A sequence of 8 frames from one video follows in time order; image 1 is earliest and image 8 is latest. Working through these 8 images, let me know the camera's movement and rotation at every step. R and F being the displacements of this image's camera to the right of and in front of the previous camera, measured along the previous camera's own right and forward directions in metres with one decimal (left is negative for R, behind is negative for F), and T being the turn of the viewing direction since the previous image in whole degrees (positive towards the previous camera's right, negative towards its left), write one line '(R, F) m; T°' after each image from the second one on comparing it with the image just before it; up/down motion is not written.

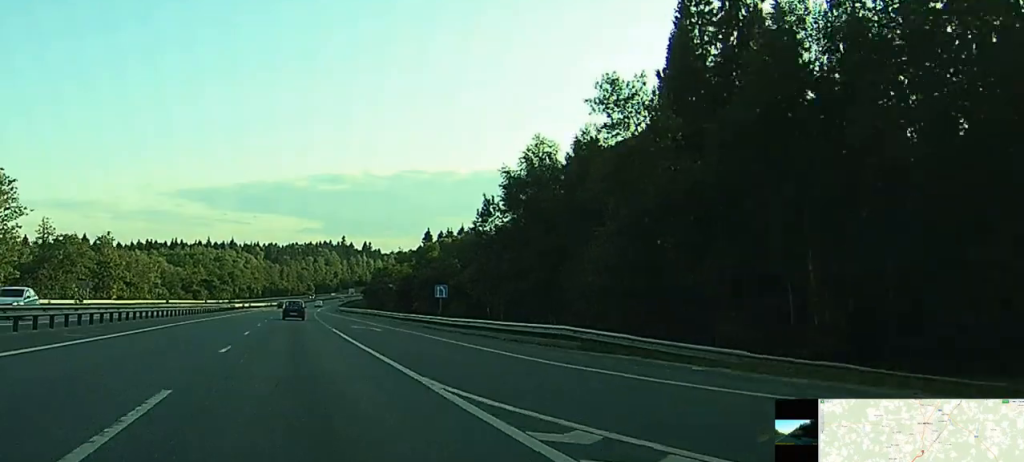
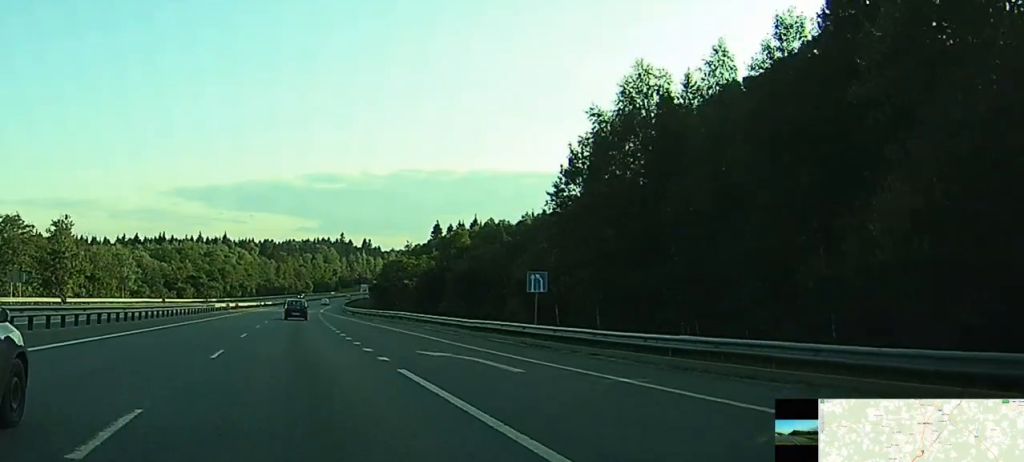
(+0.1, +26.6) m; 0°
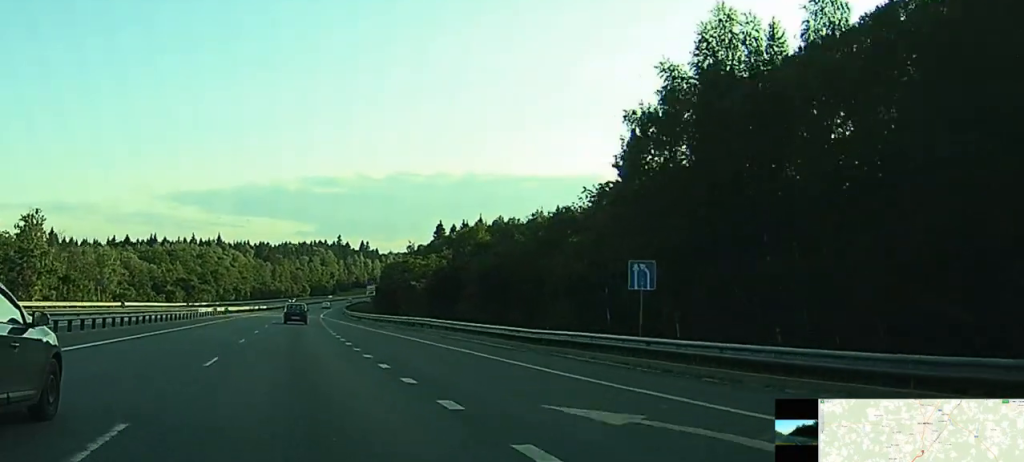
(0.0, +12.7) m; 0°
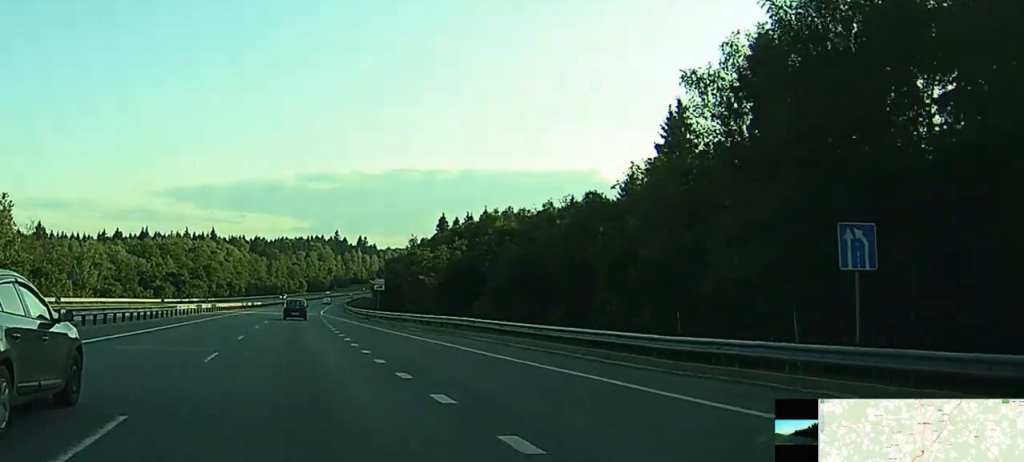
(0.0, +11.8) m; 0°
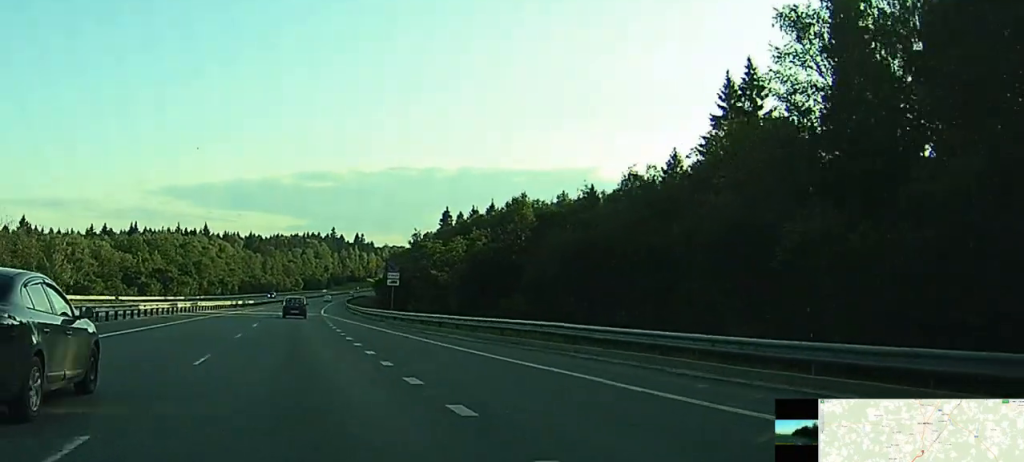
(0.0, +13.7) m; 0°
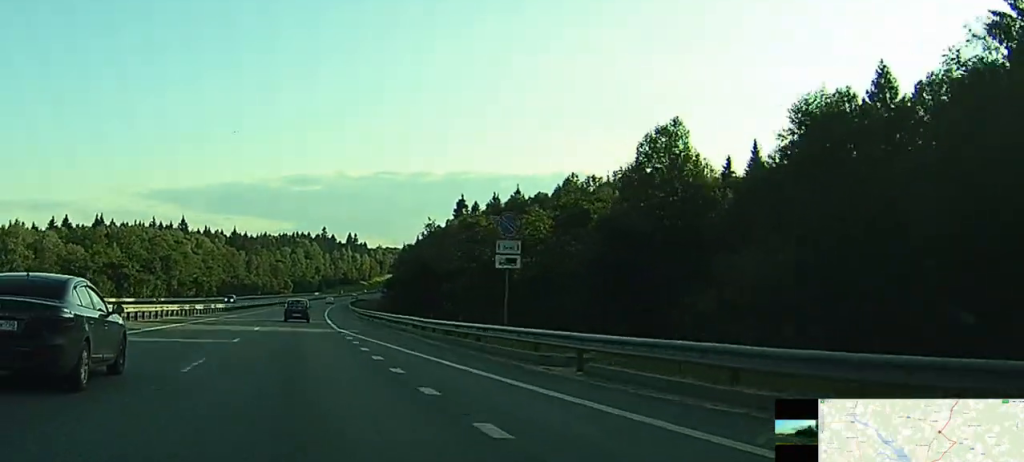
(+0.1, +38.2) m; +1°
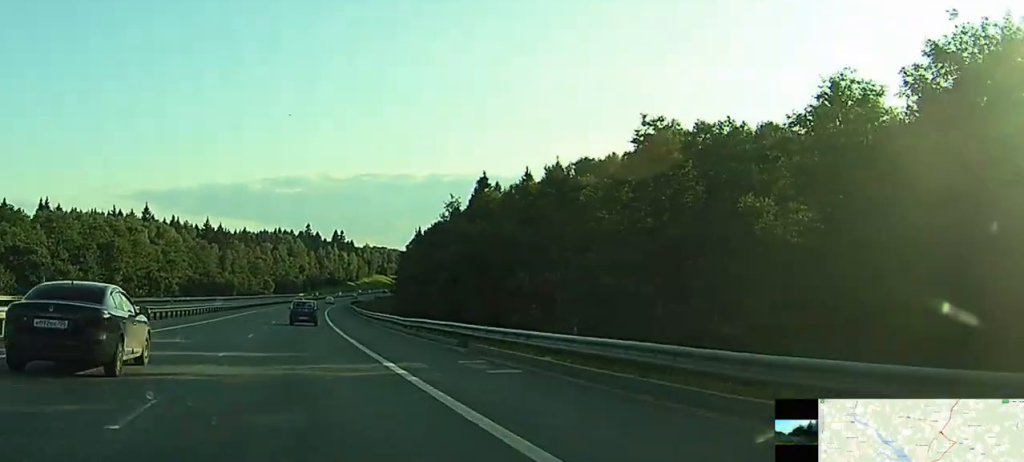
(+0.6, +43.2) m; +1°
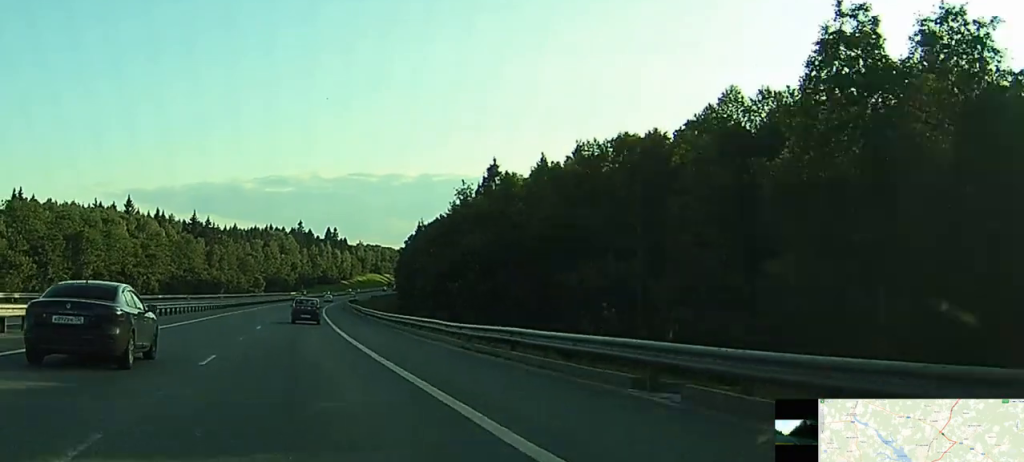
(+0.3, +15.7) m; 0°
